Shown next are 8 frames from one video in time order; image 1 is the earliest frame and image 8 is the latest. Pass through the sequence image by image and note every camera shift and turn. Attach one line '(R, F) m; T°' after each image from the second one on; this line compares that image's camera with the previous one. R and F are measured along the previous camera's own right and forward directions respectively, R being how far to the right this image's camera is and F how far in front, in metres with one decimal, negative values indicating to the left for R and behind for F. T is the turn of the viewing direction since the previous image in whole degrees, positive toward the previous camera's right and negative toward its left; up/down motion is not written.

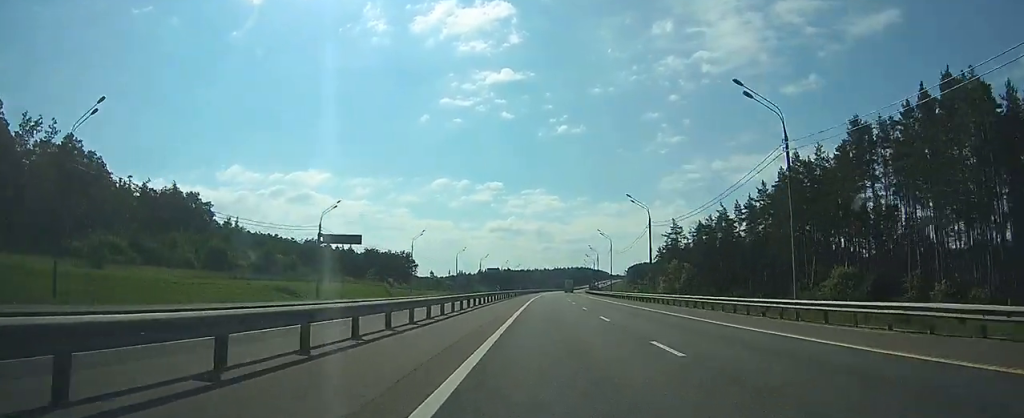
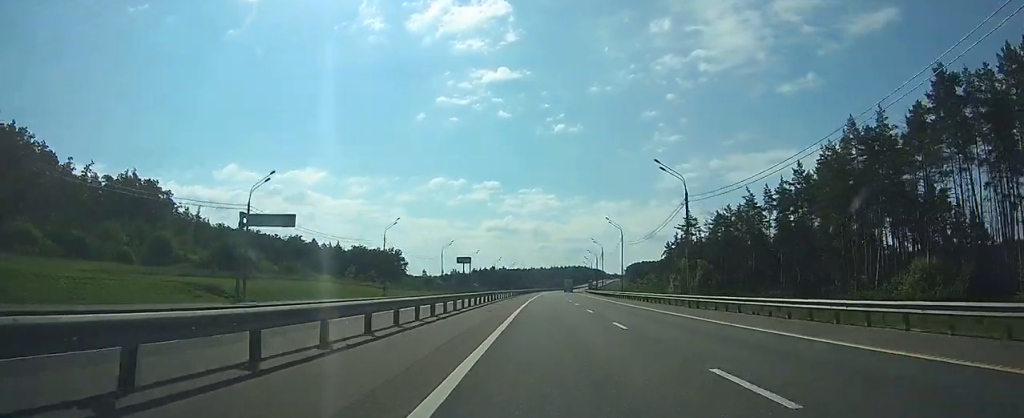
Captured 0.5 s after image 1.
(0.0, +16.7) m; 0°
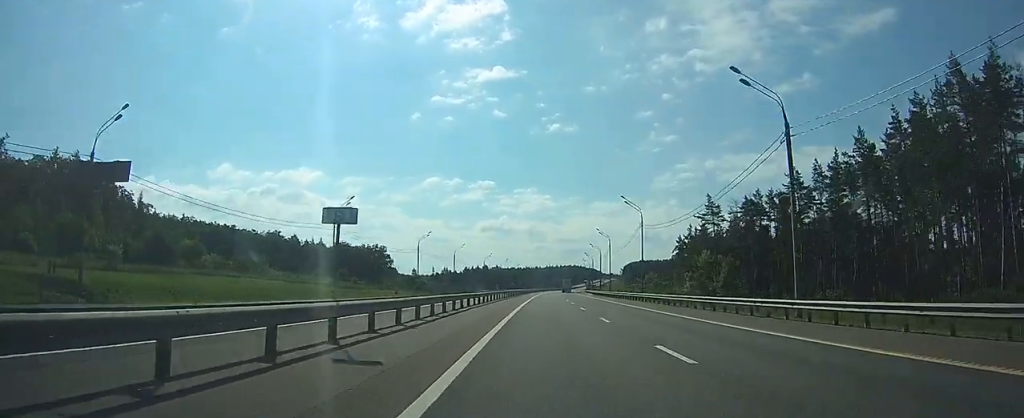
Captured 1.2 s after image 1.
(+0.2, +19.8) m; +1°
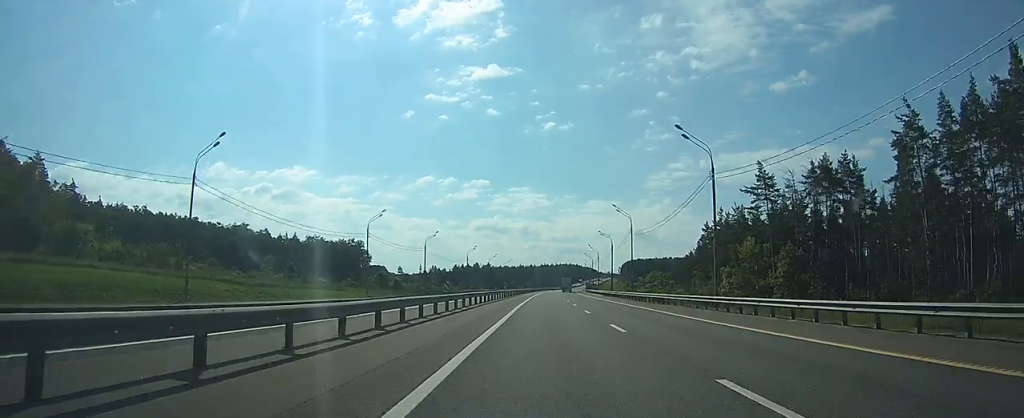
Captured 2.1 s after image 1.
(+0.1, +28.3) m; 0°
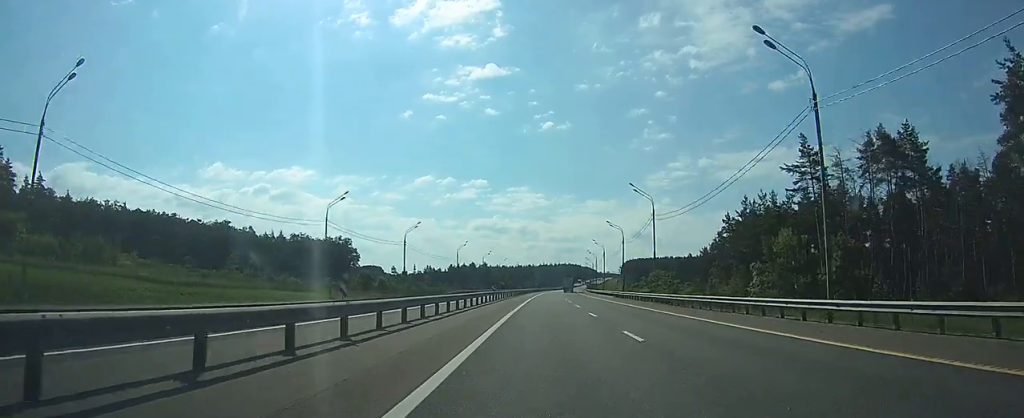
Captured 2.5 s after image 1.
(0.0, +14.7) m; 0°
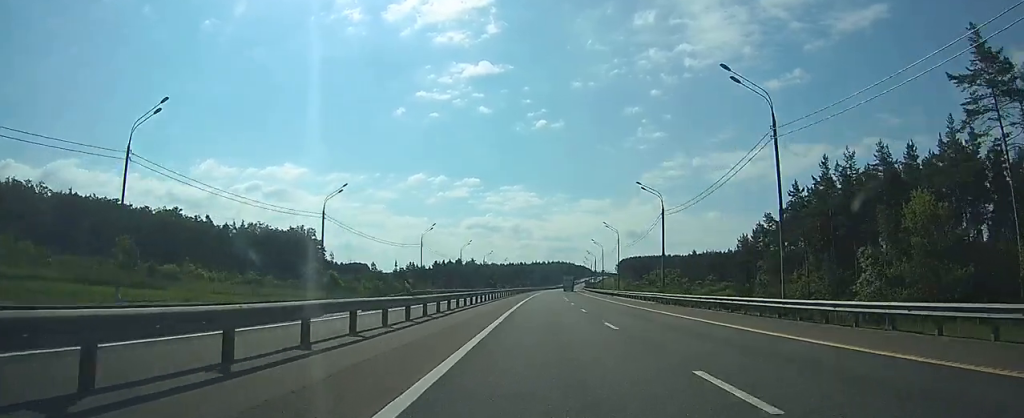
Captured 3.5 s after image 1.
(0.0, +31.6) m; 0°
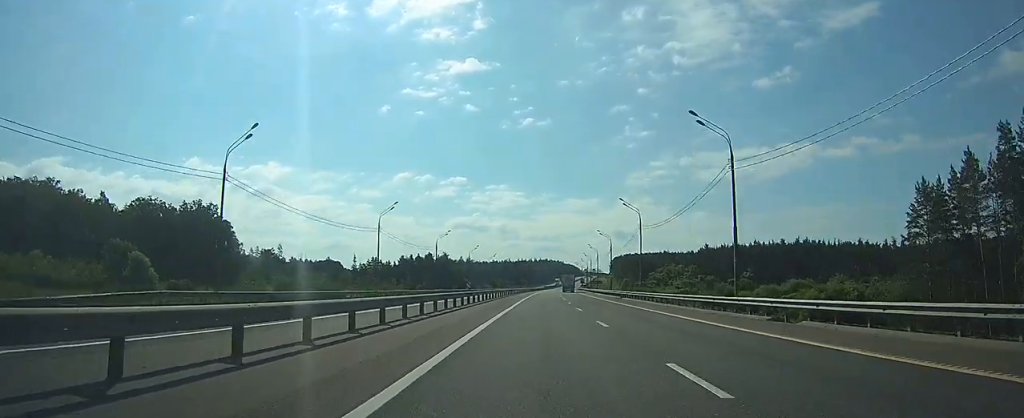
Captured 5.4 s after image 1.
(+0.5, +58.2) m; +1°
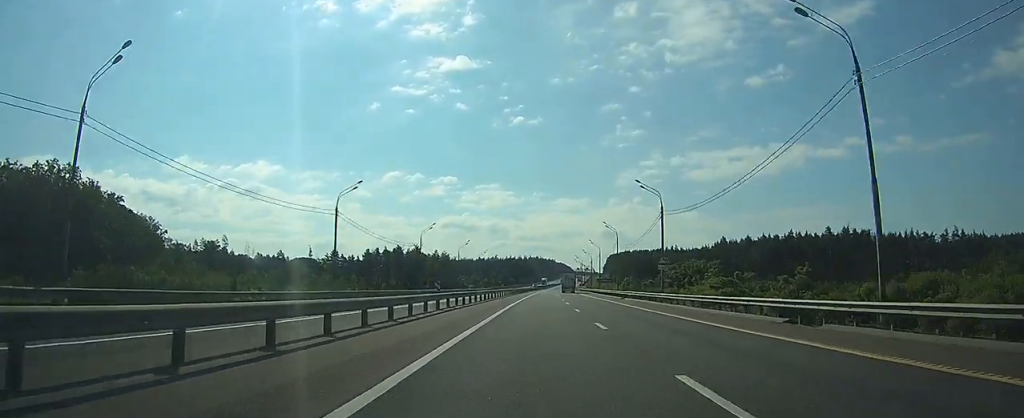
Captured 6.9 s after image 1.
(+0.7, +48.9) m; +1°
